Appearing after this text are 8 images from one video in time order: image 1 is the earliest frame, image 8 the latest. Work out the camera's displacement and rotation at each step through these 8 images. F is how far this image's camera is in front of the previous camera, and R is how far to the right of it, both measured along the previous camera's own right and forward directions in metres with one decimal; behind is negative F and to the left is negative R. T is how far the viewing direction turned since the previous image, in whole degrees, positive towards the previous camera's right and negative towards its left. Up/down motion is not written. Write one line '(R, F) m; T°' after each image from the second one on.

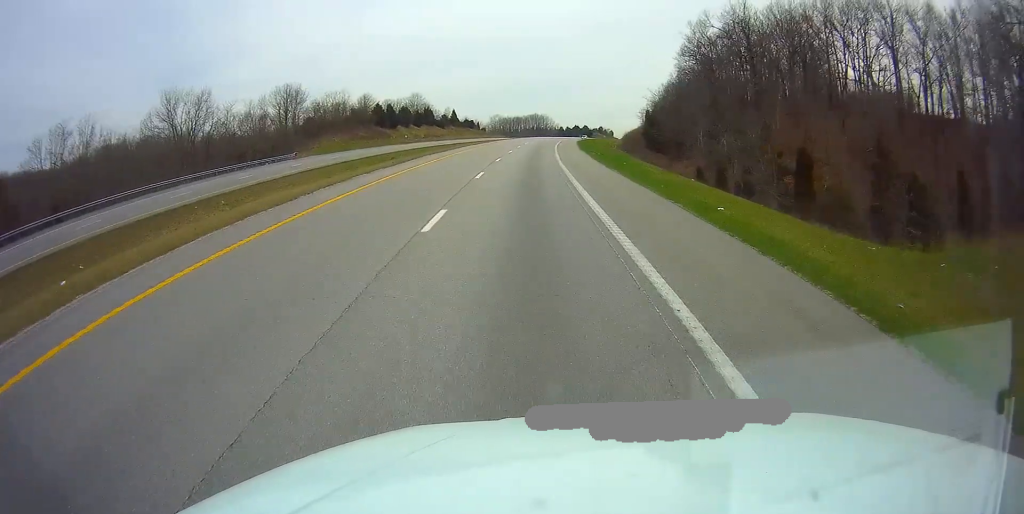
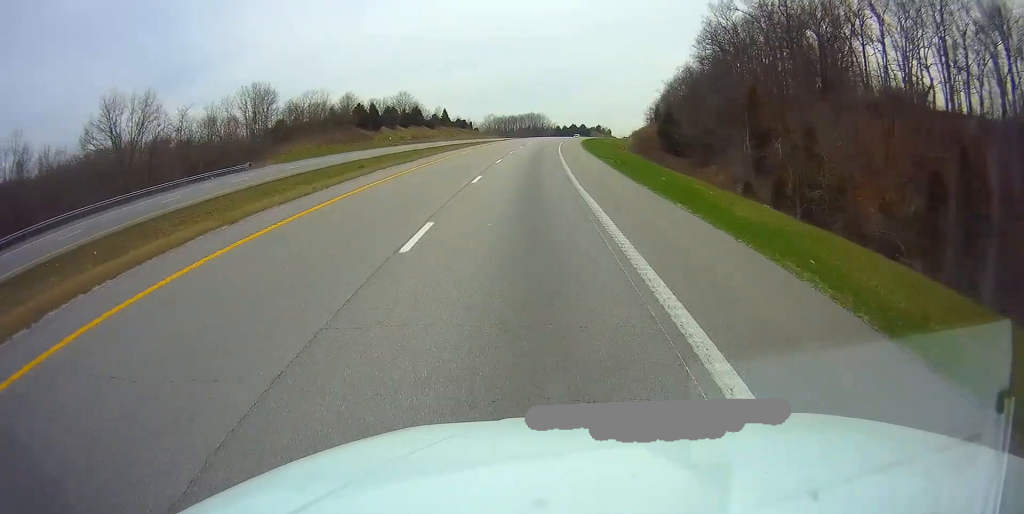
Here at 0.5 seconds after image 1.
(+0.1, +14.0) m; 0°
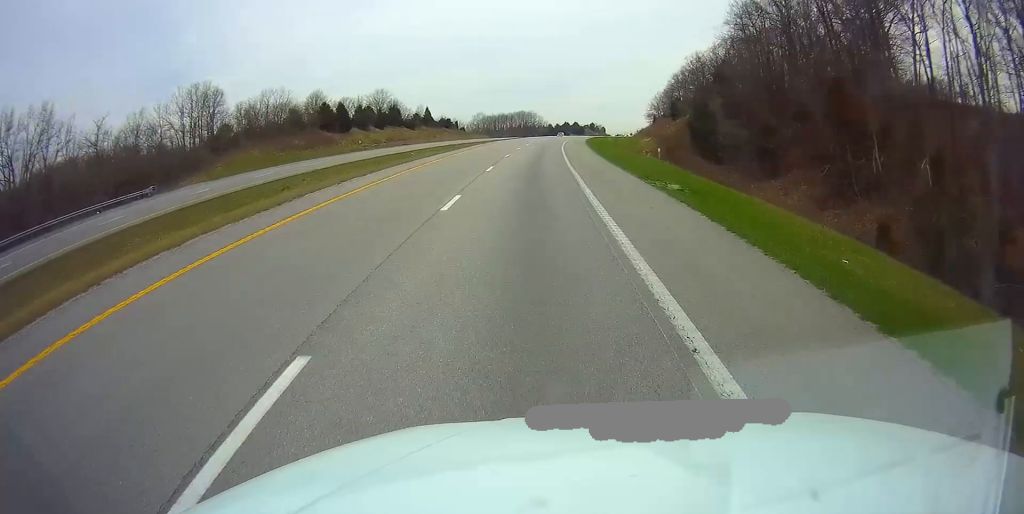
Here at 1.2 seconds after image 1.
(0.0, +19.8) m; +1°
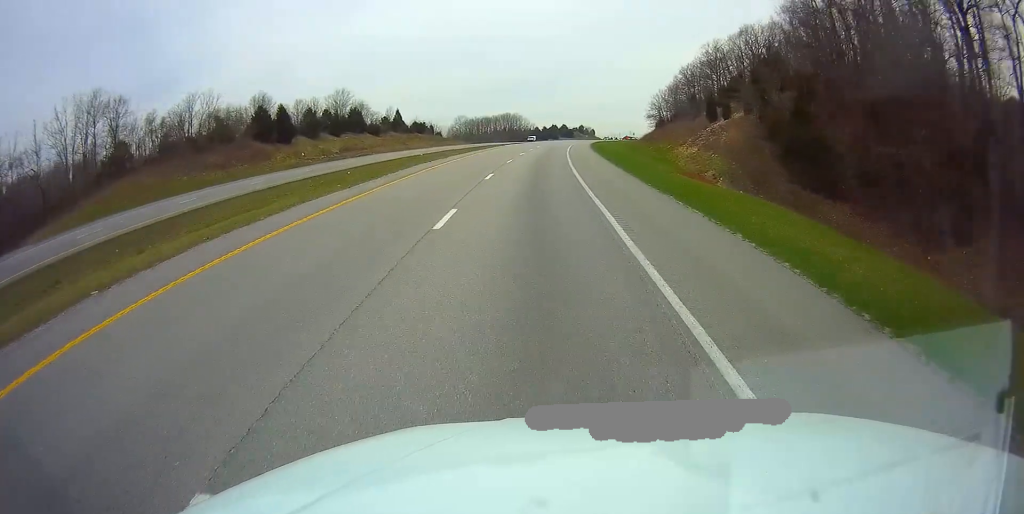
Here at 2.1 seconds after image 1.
(+0.2, +26.4) m; +2°
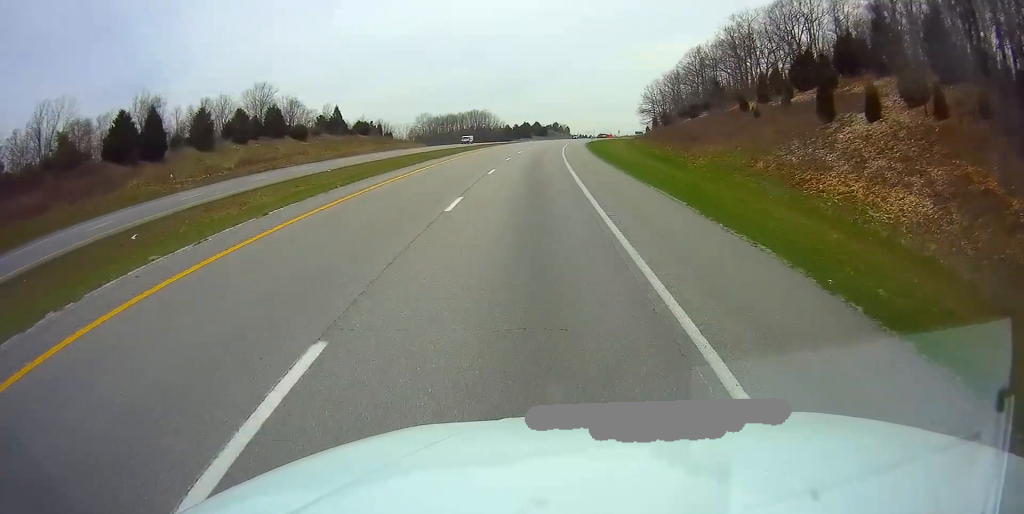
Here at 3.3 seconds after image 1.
(+0.9, +33.8) m; +3°
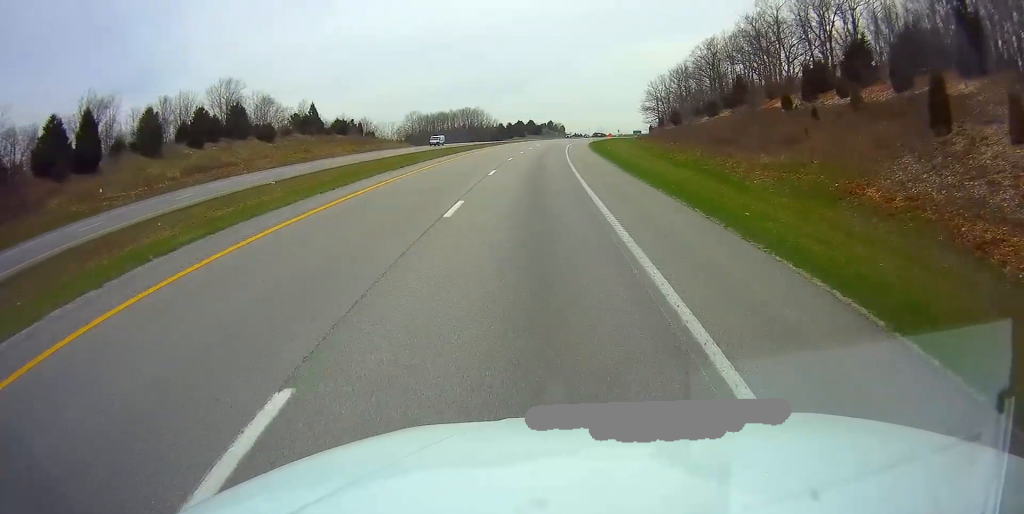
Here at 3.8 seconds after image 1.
(0.0, +13.1) m; +1°
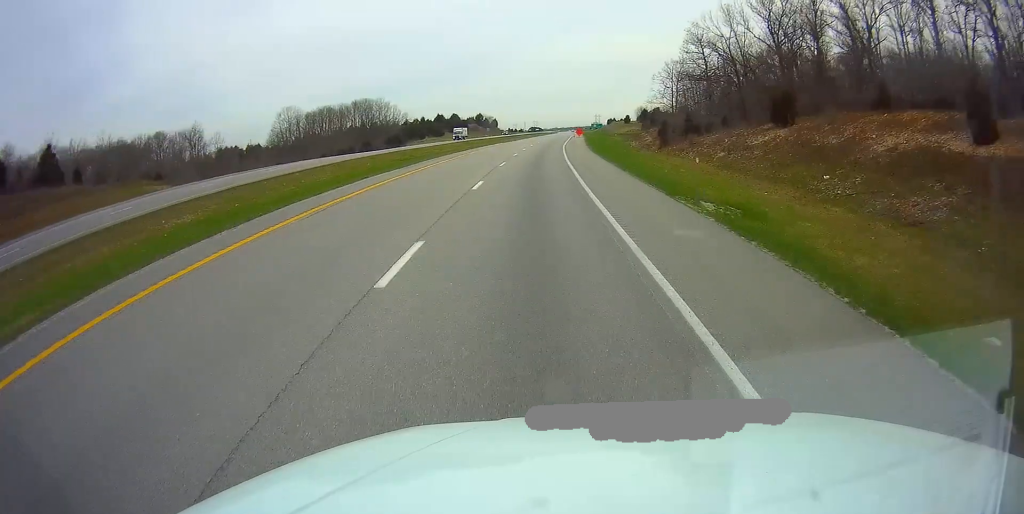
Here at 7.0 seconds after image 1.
(+4.8, +90.9) m; +6°
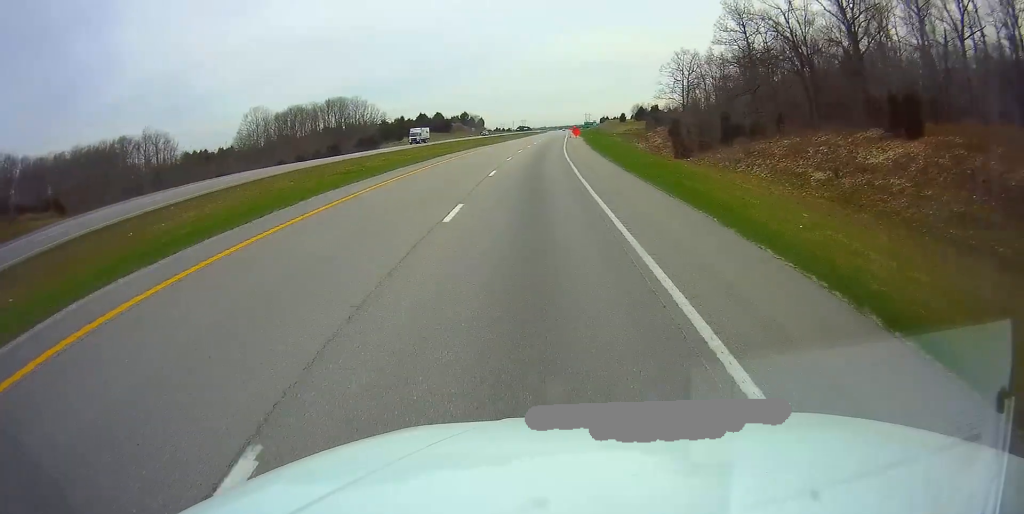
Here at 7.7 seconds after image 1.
(+0.3, +19.2) m; +1°
